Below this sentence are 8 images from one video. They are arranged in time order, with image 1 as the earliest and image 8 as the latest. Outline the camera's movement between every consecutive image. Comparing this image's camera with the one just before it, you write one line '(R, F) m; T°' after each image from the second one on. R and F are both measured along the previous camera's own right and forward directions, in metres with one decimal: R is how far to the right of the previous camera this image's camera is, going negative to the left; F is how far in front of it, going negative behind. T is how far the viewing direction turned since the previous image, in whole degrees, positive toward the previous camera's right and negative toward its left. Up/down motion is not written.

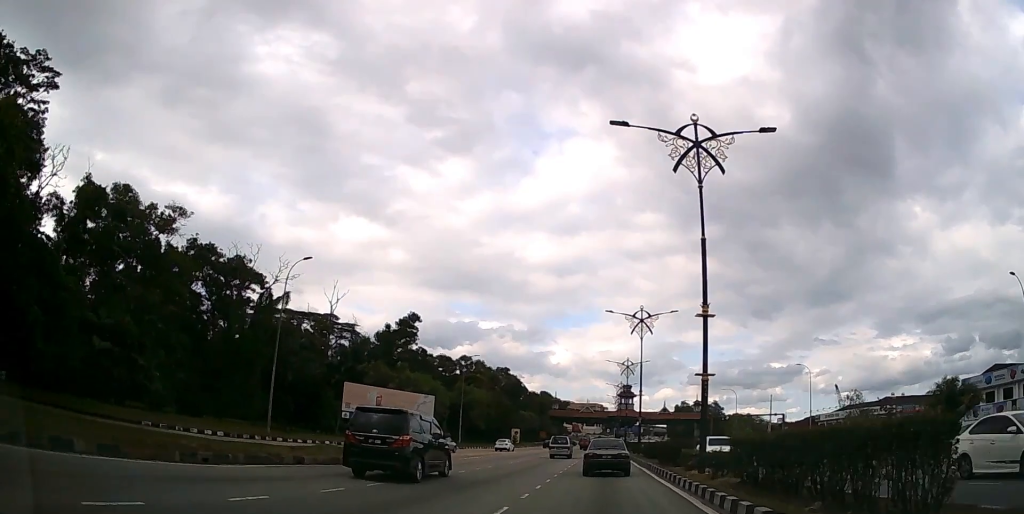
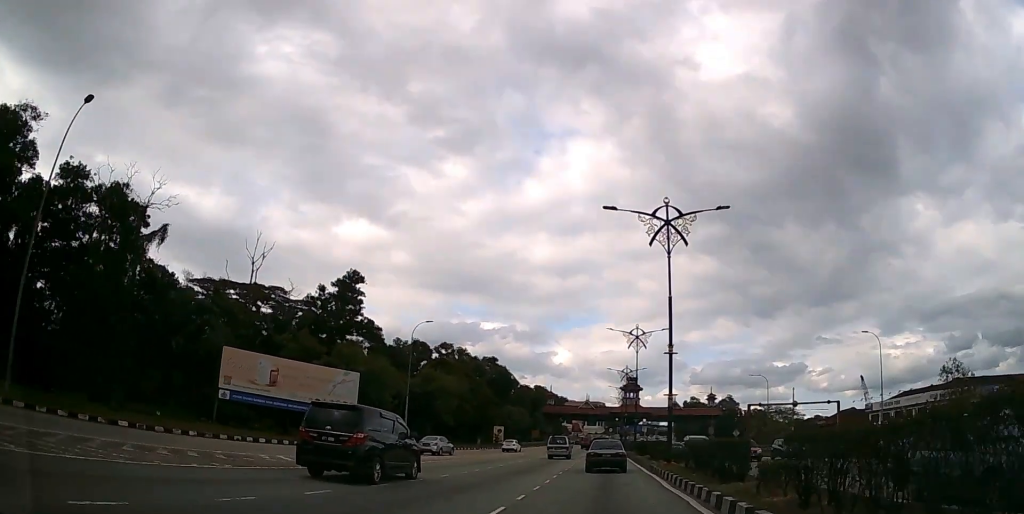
(0.0, +21.2) m; 0°
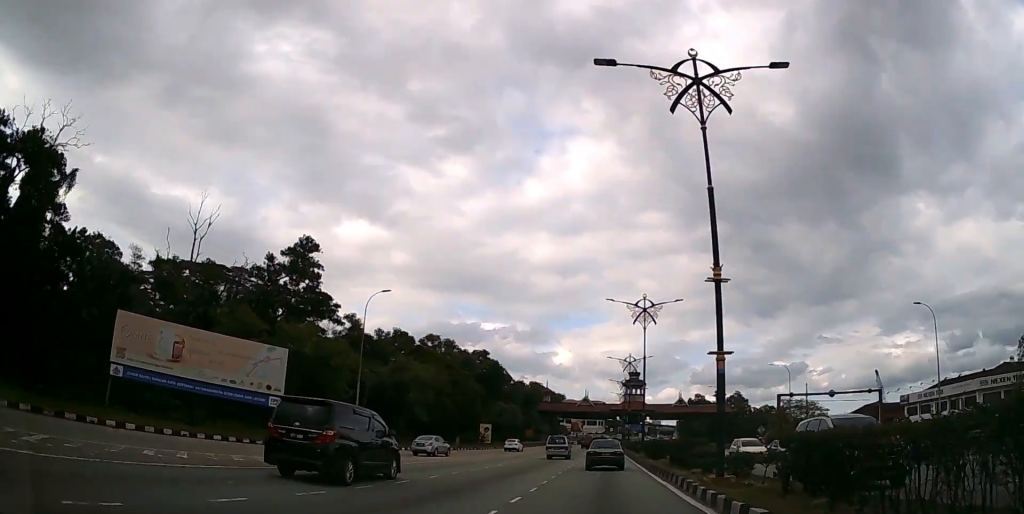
(0.0, +11.8) m; 0°
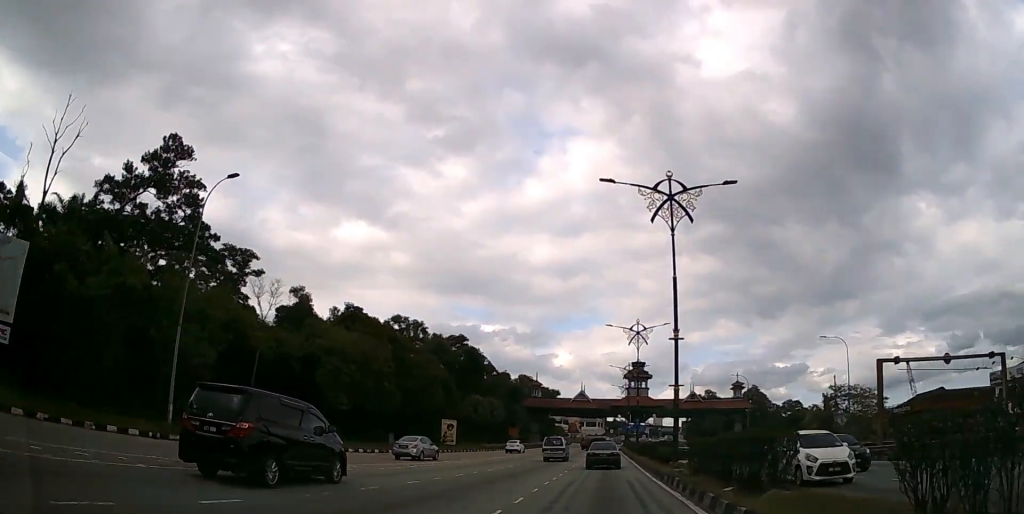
(0.0, +21.4) m; 0°
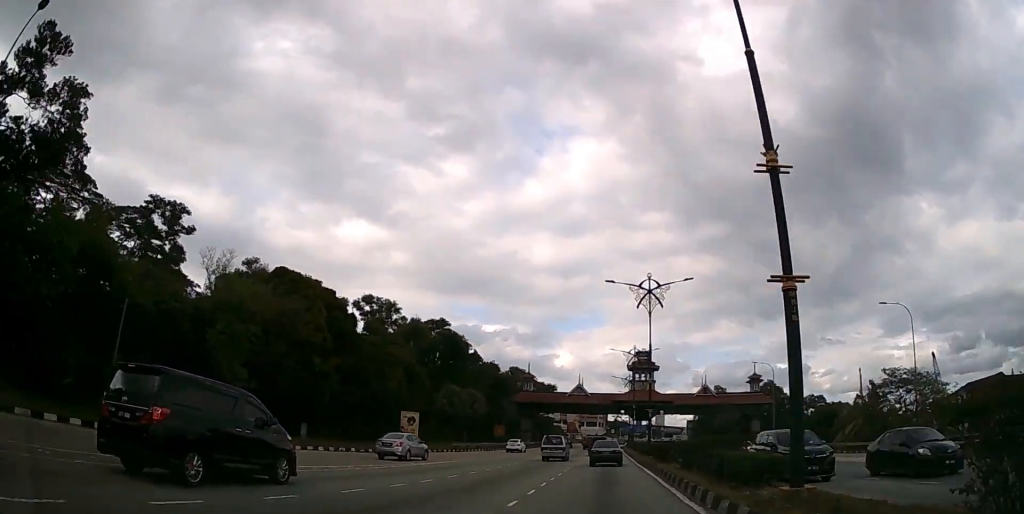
(0.0, +14.6) m; 0°
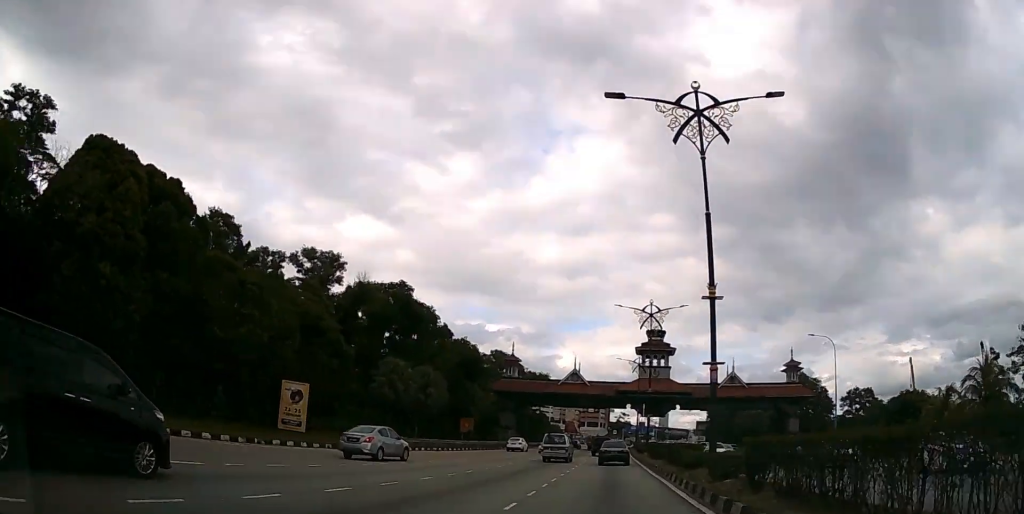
(-0.1, +22.3) m; 0°
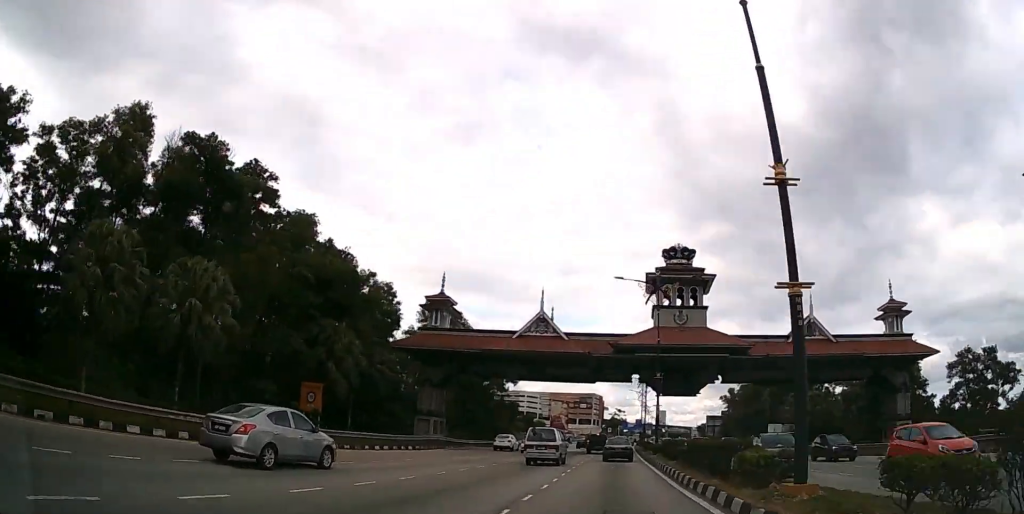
(+0.1, +37.6) m; +1°
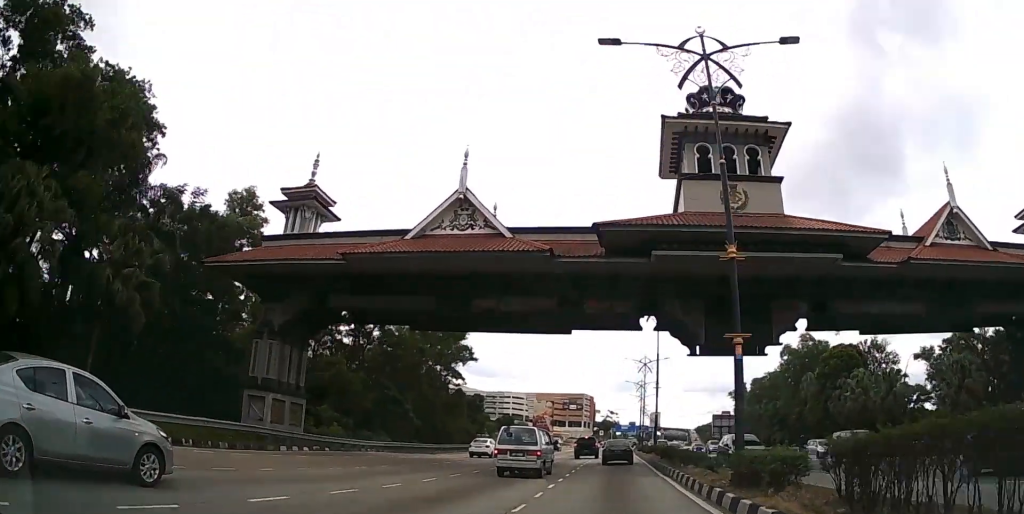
(+0.1, +25.6) m; +1°
